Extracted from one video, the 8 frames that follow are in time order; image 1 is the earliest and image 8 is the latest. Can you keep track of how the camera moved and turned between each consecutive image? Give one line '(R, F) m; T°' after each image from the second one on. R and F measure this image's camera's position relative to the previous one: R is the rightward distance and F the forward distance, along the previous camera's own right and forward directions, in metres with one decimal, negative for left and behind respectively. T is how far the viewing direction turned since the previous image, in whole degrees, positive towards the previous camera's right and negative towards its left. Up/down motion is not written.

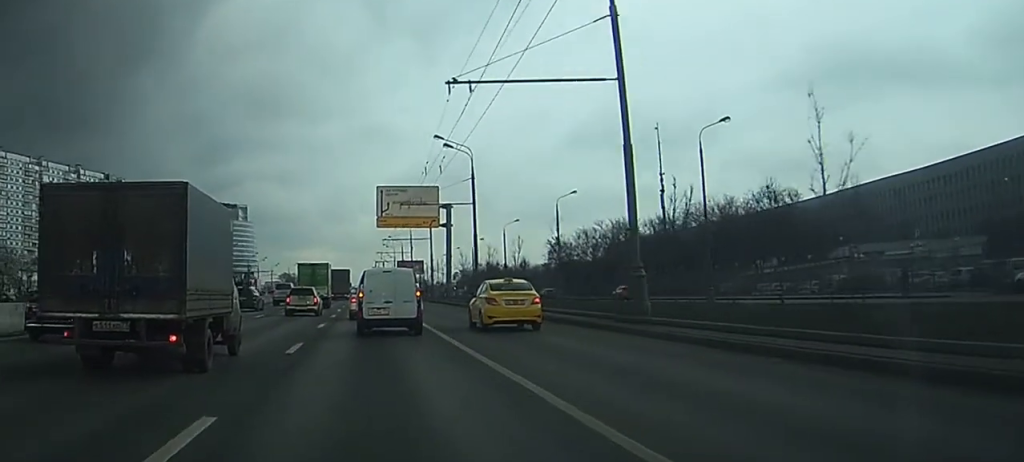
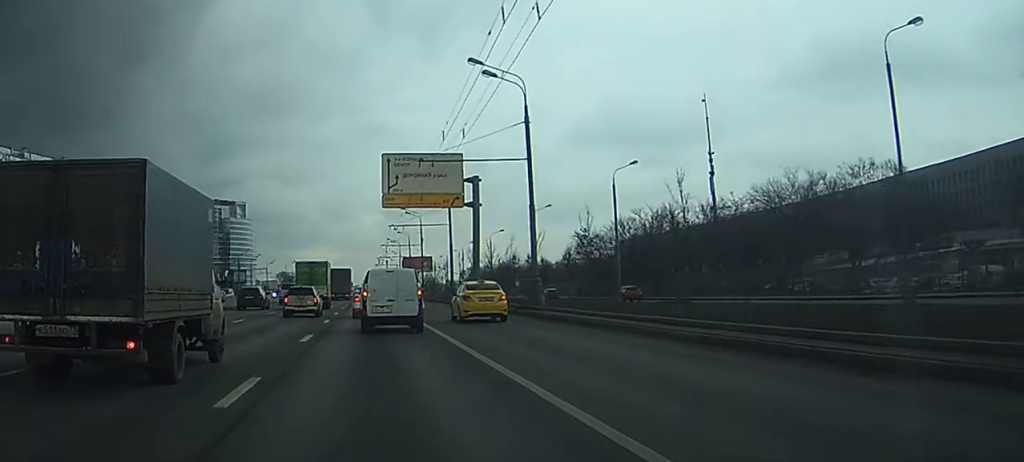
(0.0, +20.3) m; 0°
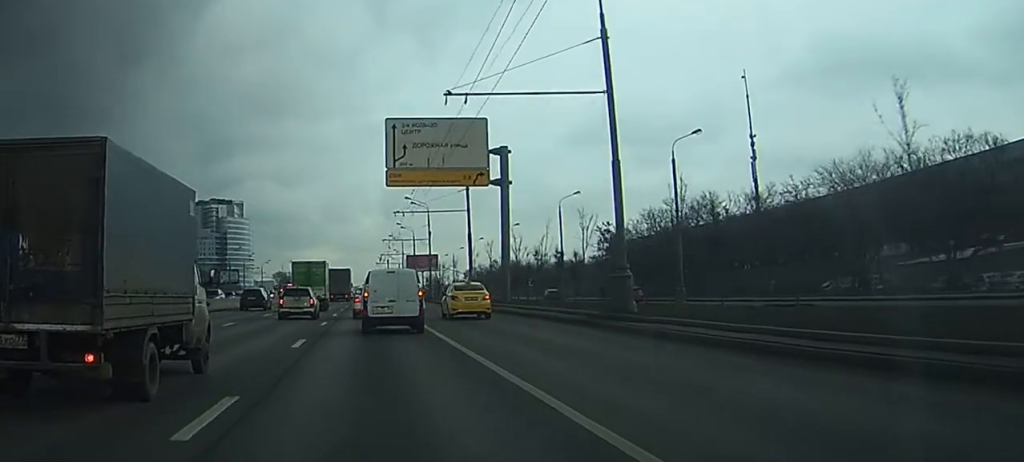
(0.0, +14.0) m; 0°
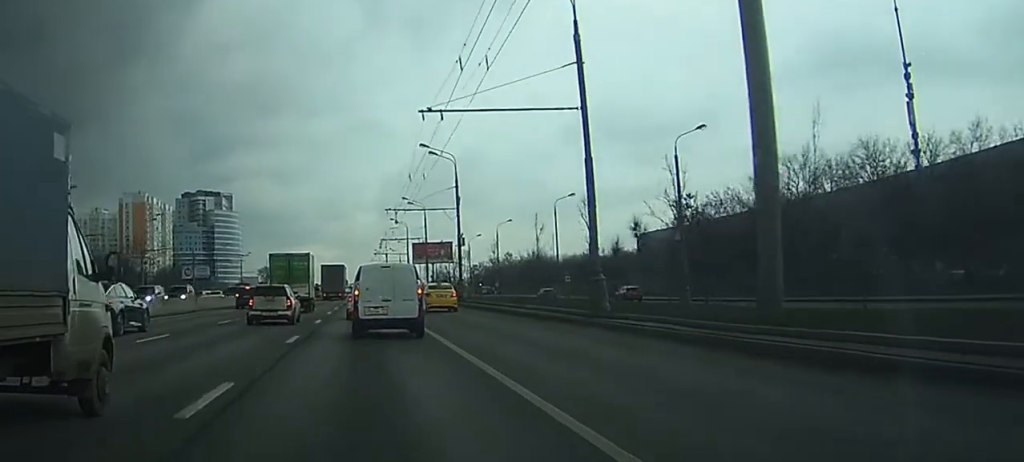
(-0.2, +34.8) m; -1°
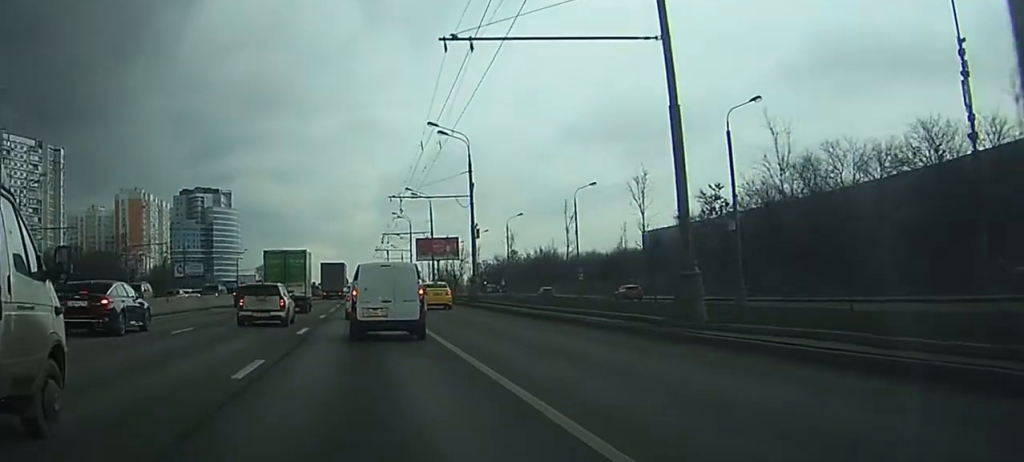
(0.0, +8.1) m; 0°
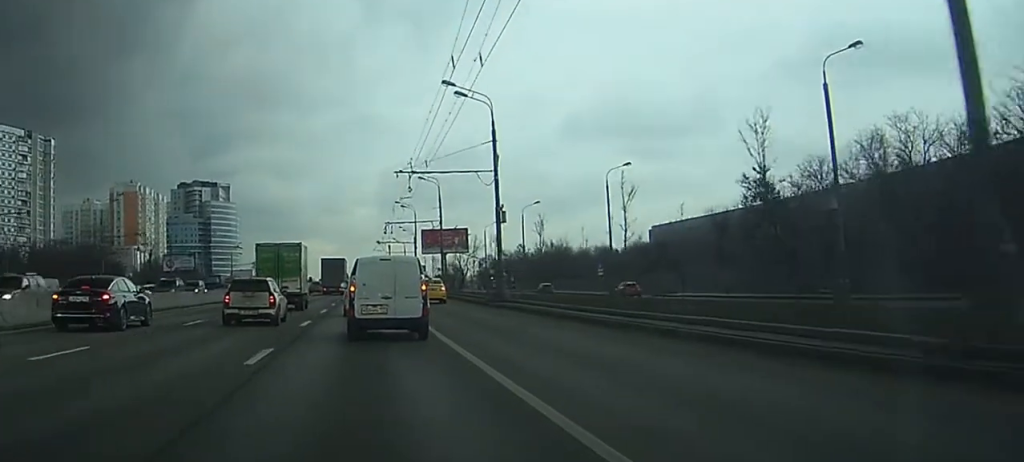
(0.0, +10.5) m; 0°
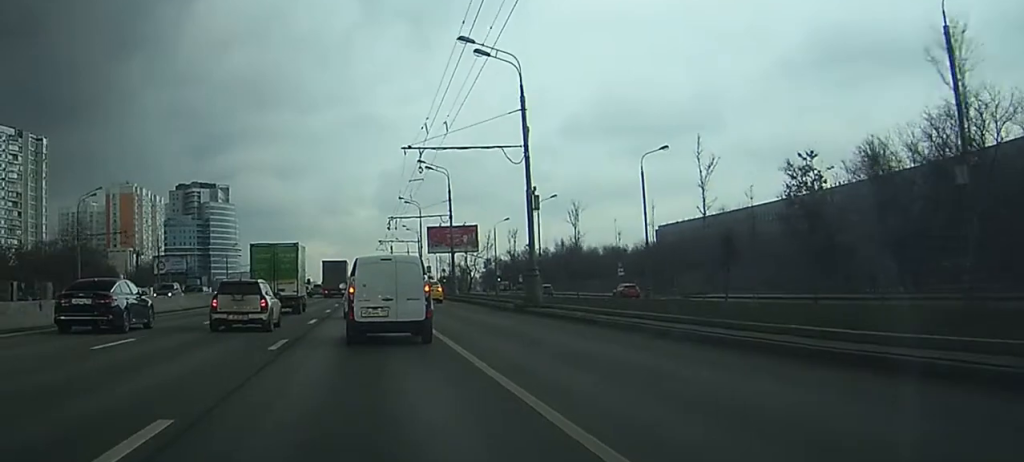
(0.0, +8.8) m; 0°
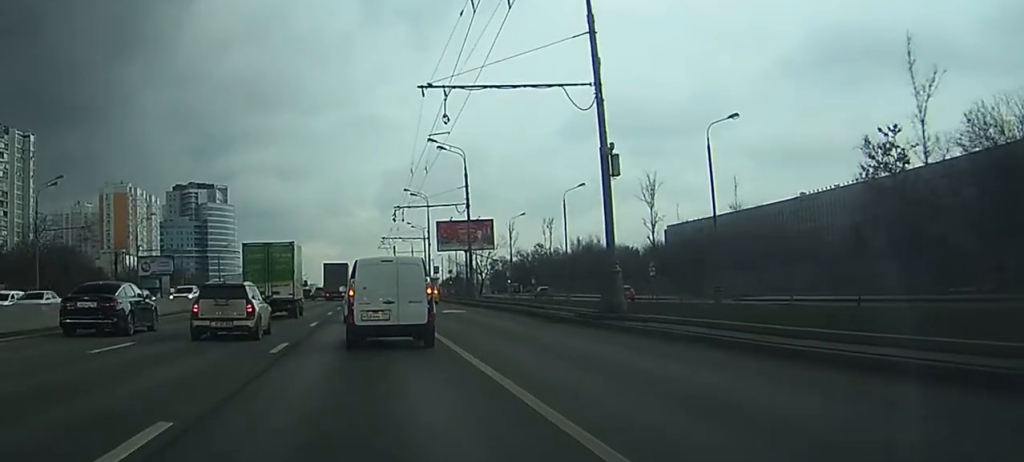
(0.0, +12.2) m; 0°
